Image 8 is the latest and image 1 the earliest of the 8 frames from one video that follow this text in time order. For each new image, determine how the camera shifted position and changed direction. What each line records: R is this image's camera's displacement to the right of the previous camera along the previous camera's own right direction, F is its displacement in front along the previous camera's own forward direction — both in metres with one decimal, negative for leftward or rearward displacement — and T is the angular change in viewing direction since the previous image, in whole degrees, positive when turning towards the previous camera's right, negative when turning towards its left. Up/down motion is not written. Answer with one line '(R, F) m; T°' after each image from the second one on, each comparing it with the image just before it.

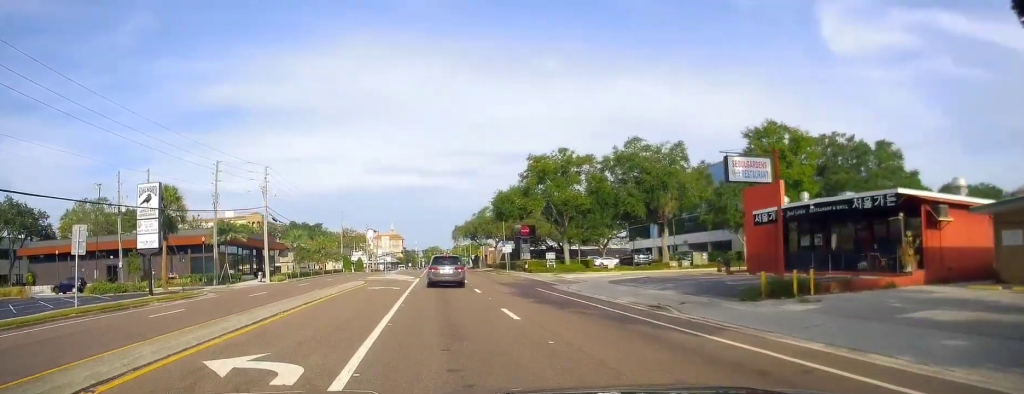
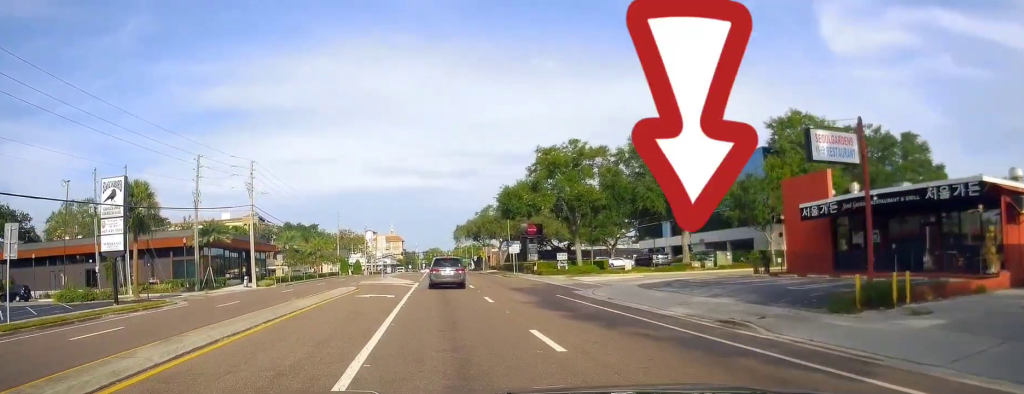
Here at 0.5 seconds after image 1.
(0.0, +4.7) m; 0°
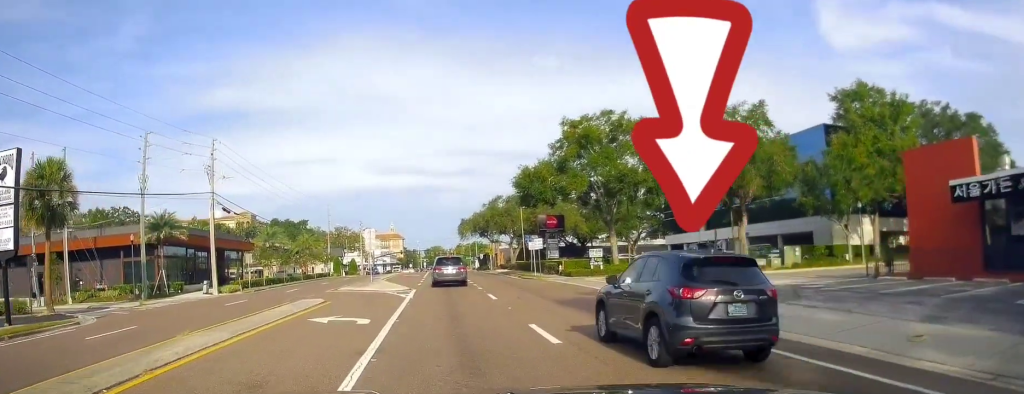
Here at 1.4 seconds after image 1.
(-0.1, +10.4) m; -2°
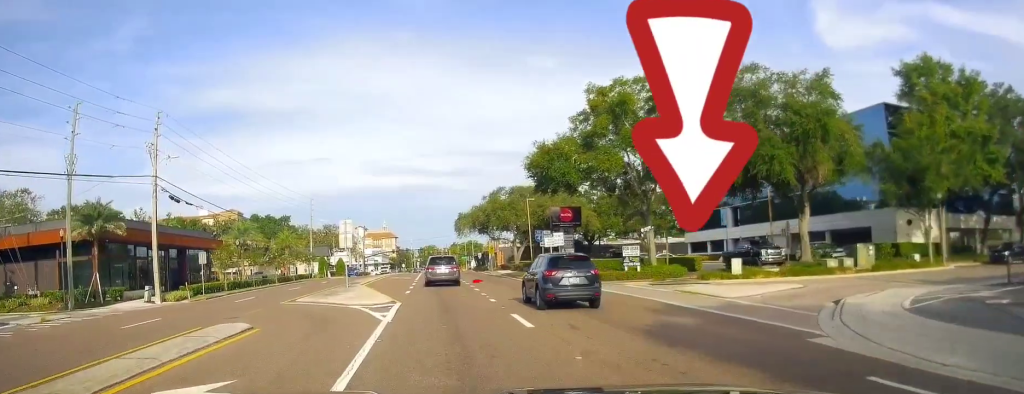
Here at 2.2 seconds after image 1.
(-0.4, +8.9) m; 0°
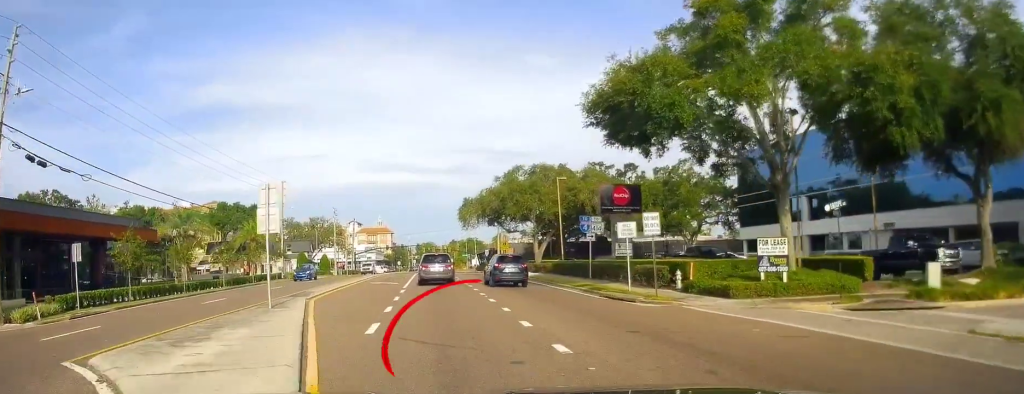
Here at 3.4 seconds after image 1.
(+0.6, +14.9) m; +3°
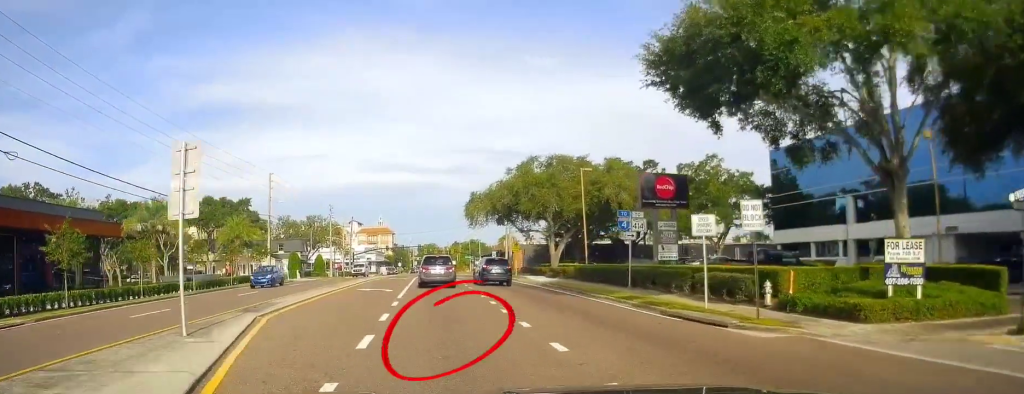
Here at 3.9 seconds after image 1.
(0.0, +6.7) m; 0°
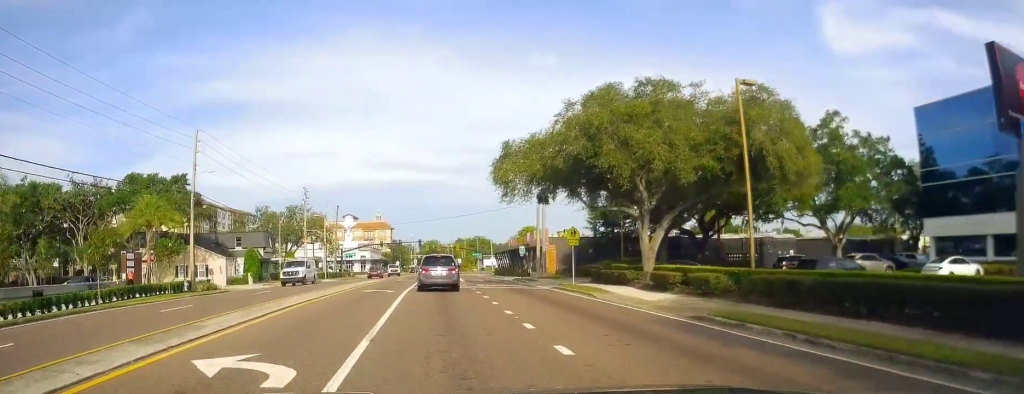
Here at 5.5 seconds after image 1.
(0.0, +22.2) m; 0°
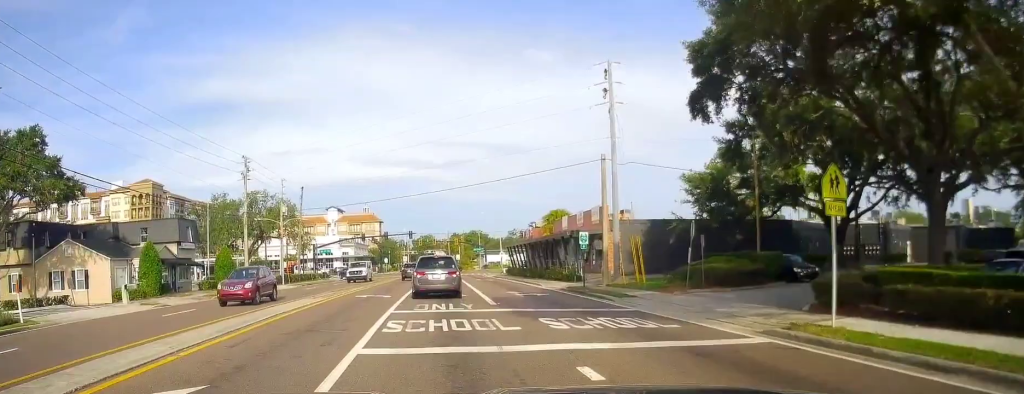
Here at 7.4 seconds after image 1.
(0.0, +24.9) m; 0°
